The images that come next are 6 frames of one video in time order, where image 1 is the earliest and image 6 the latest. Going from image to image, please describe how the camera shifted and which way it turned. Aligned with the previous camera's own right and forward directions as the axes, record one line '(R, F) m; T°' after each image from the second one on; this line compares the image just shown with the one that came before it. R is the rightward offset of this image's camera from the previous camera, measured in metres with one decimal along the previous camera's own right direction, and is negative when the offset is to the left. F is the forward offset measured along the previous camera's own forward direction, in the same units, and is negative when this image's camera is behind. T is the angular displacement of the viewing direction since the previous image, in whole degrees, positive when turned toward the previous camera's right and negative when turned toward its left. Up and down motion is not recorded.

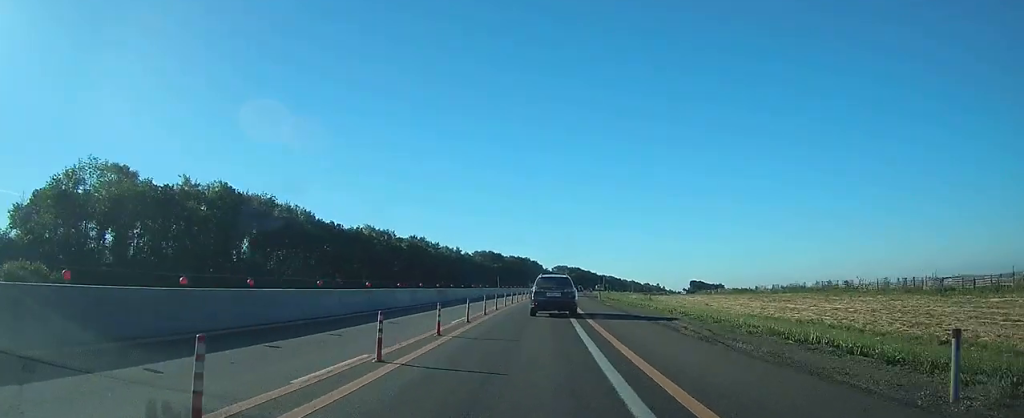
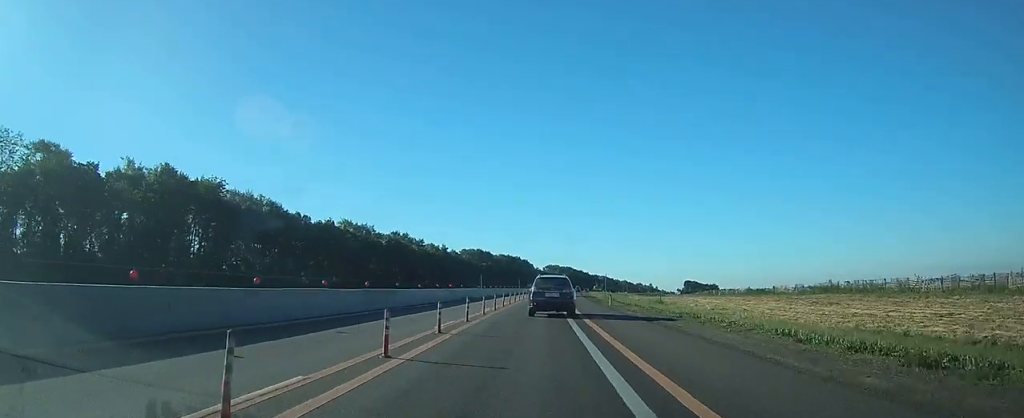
(0.0, +14.5) m; +1°
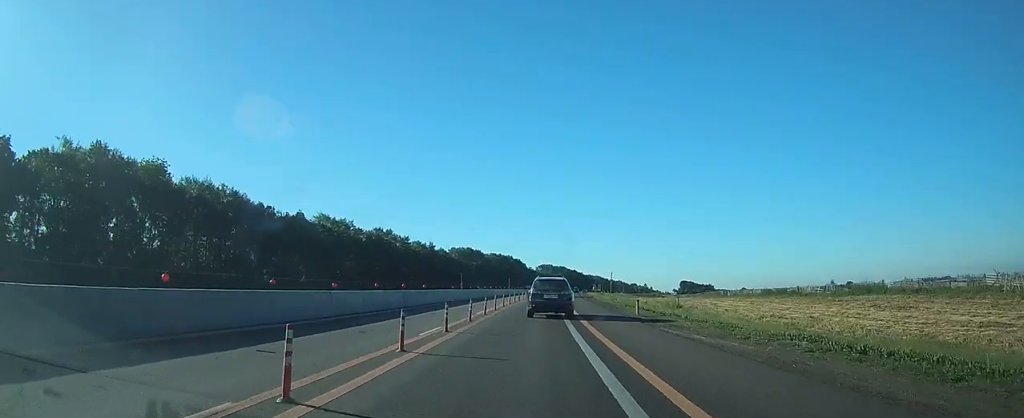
(+0.2, +13.9) m; +1°
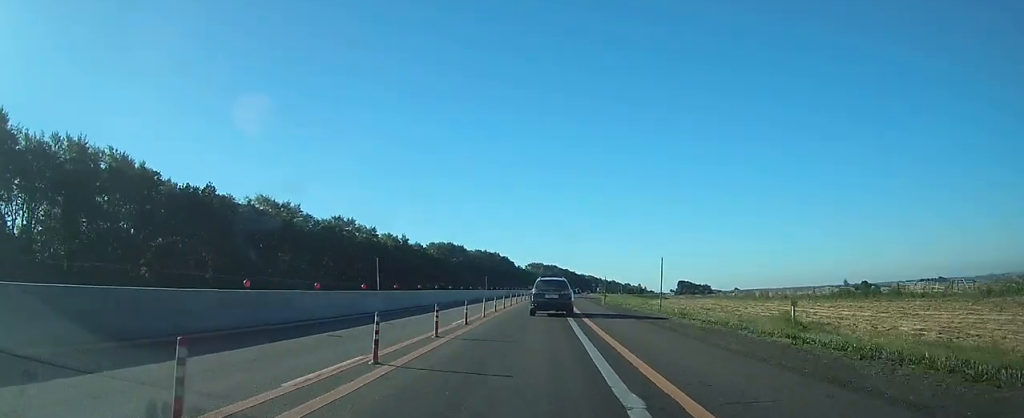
(+0.5, +32.3) m; +2°
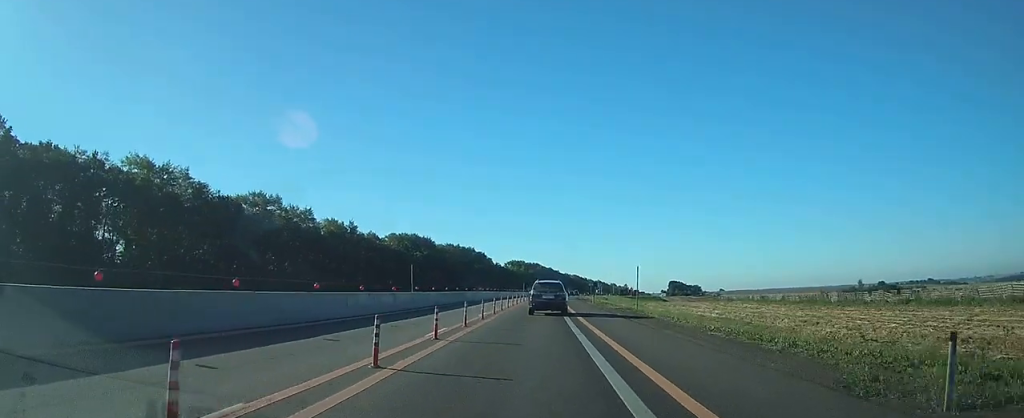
(+0.8, +40.5) m; +2°
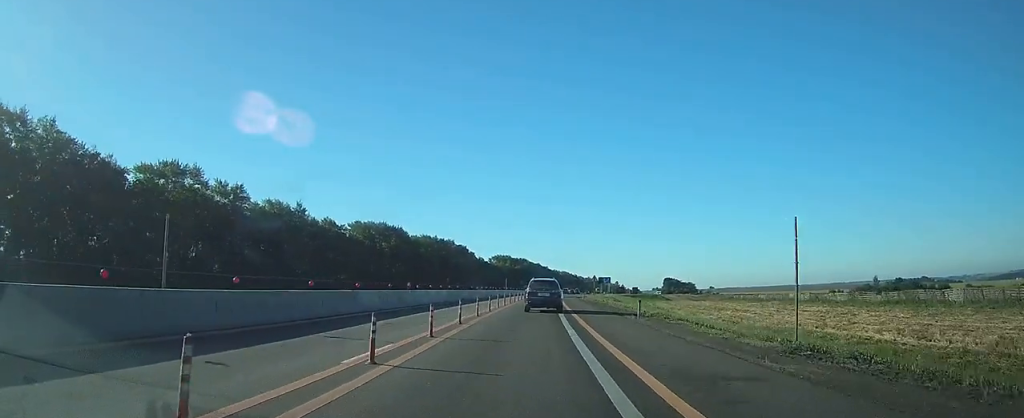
(+0.2, +29.6) m; +1°
